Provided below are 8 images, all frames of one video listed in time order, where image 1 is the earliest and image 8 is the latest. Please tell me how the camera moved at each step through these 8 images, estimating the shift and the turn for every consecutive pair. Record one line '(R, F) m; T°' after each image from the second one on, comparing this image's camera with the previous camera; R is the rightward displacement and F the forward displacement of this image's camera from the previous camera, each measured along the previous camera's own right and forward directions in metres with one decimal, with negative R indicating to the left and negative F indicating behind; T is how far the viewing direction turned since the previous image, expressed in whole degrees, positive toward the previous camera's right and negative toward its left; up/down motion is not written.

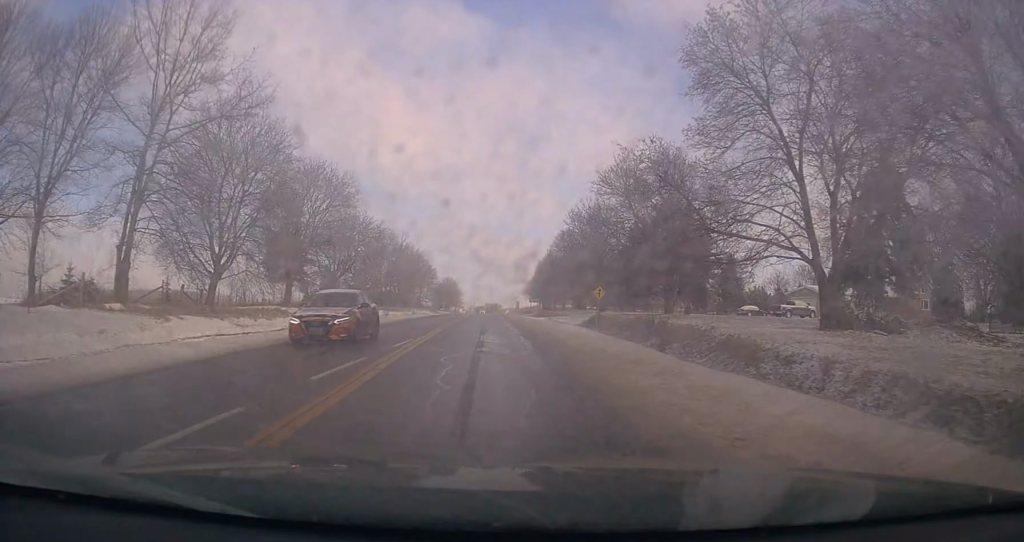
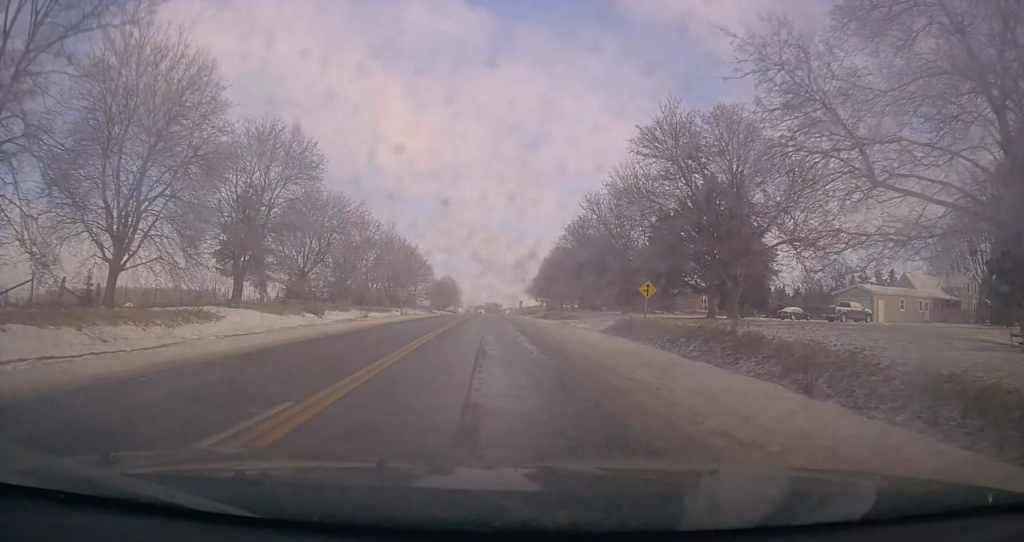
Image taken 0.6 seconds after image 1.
(0.0, +11.0) m; -1°
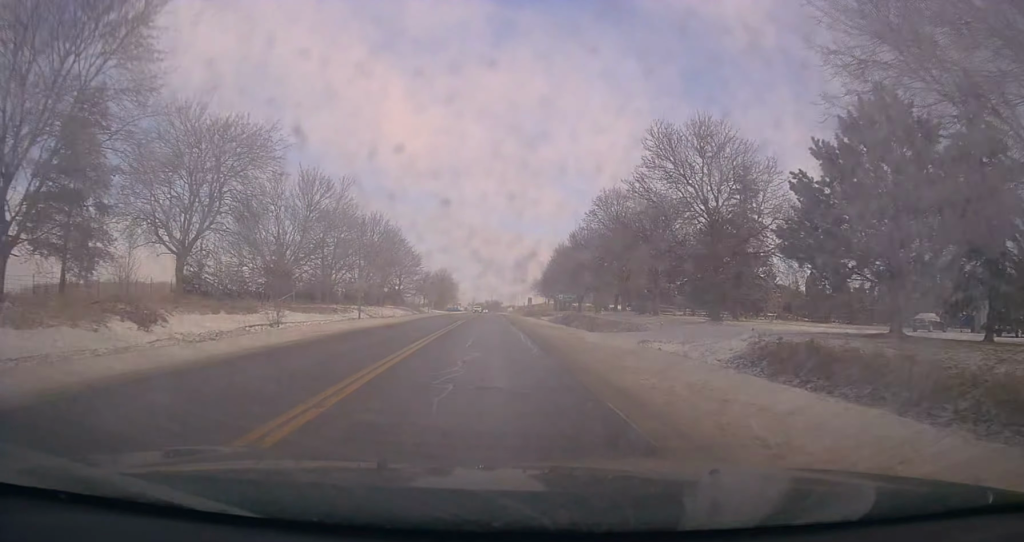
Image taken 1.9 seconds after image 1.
(-0.3, +22.6) m; 0°
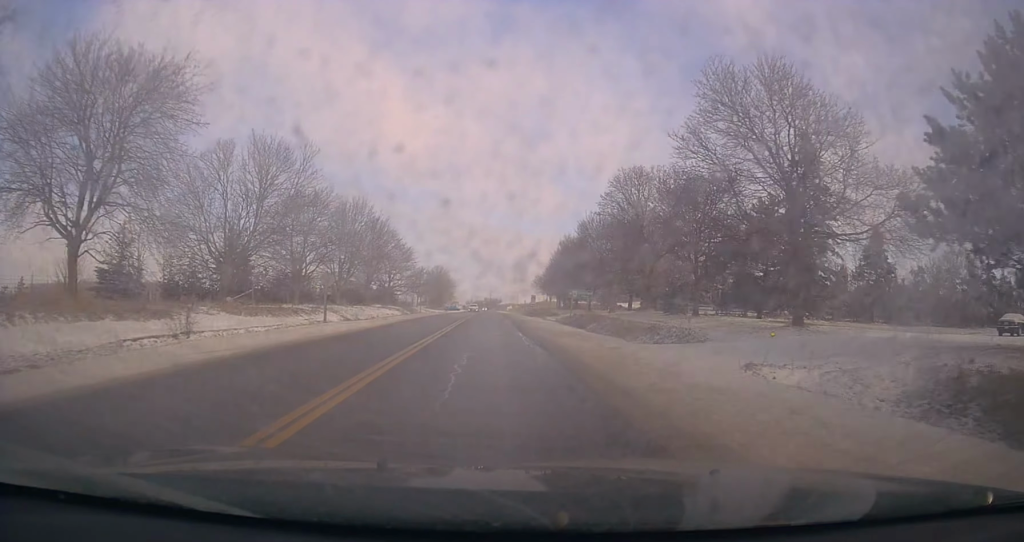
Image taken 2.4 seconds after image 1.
(+0.1, +8.9) m; +1°
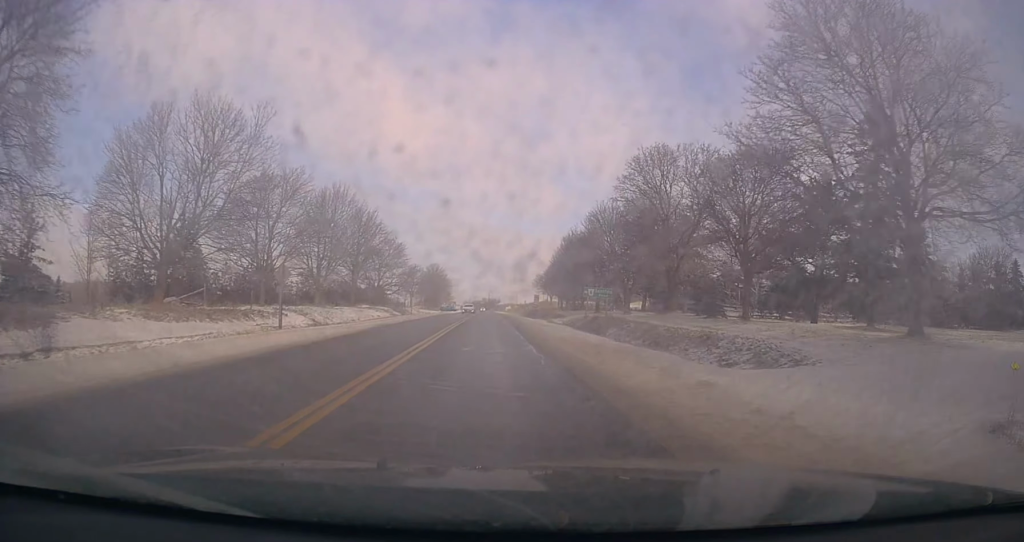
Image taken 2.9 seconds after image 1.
(0.0, +7.9) m; 0°
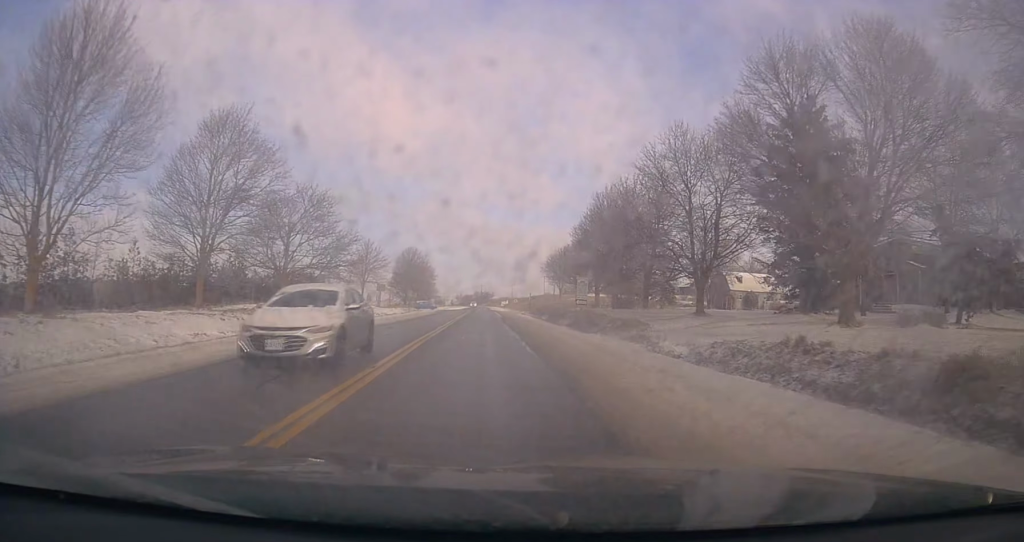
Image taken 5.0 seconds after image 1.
(-0.2, +38.4) m; +1°
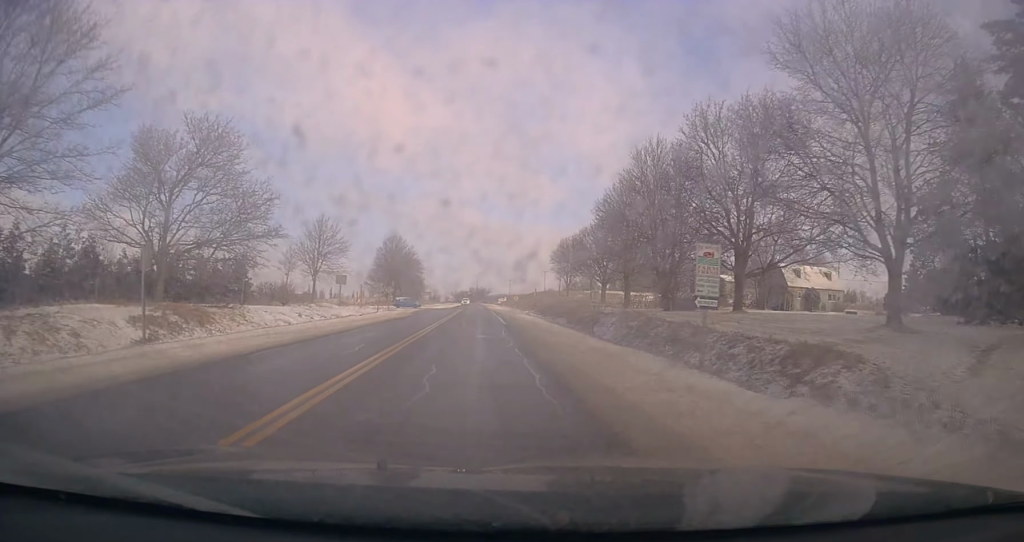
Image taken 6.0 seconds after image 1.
(+0.4, +19.1) m; 0°
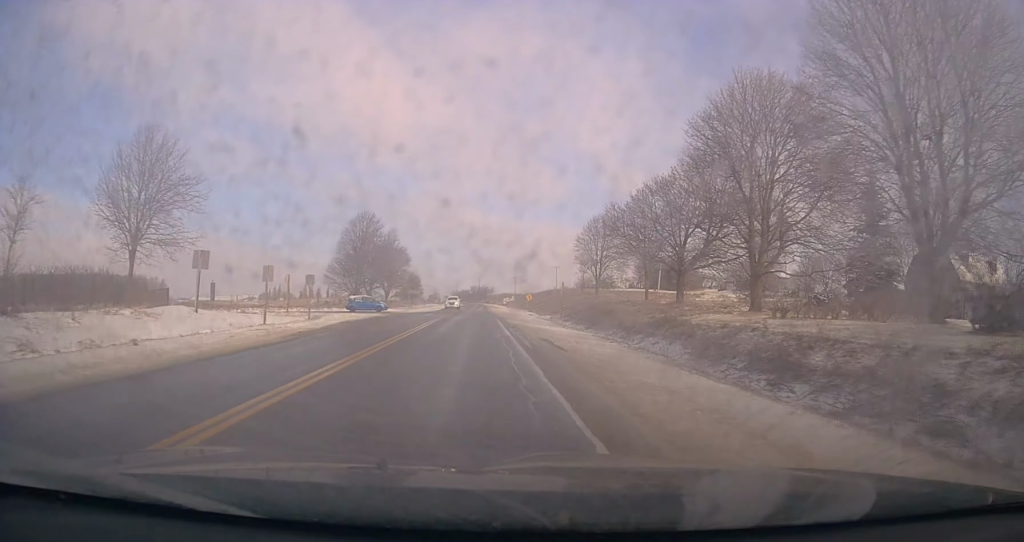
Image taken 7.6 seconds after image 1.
(-0.8, +30.4) m; 0°
